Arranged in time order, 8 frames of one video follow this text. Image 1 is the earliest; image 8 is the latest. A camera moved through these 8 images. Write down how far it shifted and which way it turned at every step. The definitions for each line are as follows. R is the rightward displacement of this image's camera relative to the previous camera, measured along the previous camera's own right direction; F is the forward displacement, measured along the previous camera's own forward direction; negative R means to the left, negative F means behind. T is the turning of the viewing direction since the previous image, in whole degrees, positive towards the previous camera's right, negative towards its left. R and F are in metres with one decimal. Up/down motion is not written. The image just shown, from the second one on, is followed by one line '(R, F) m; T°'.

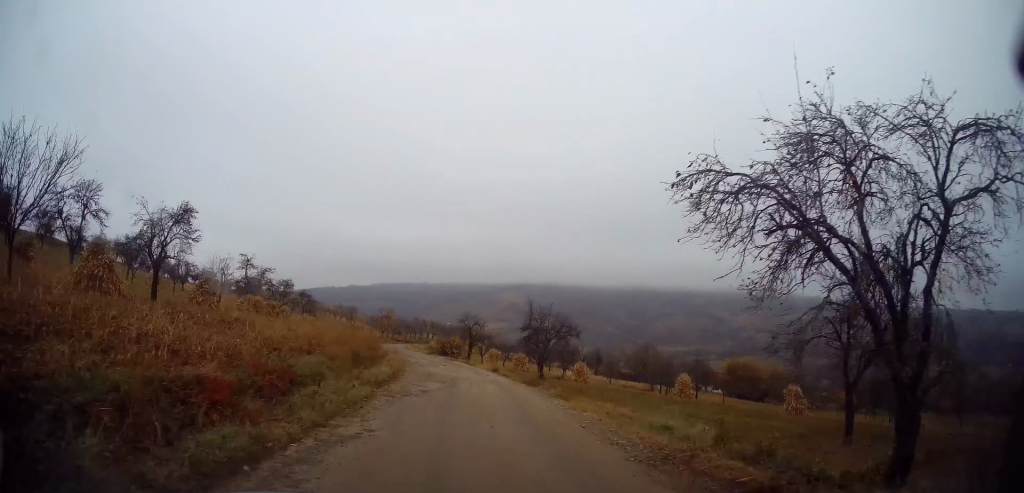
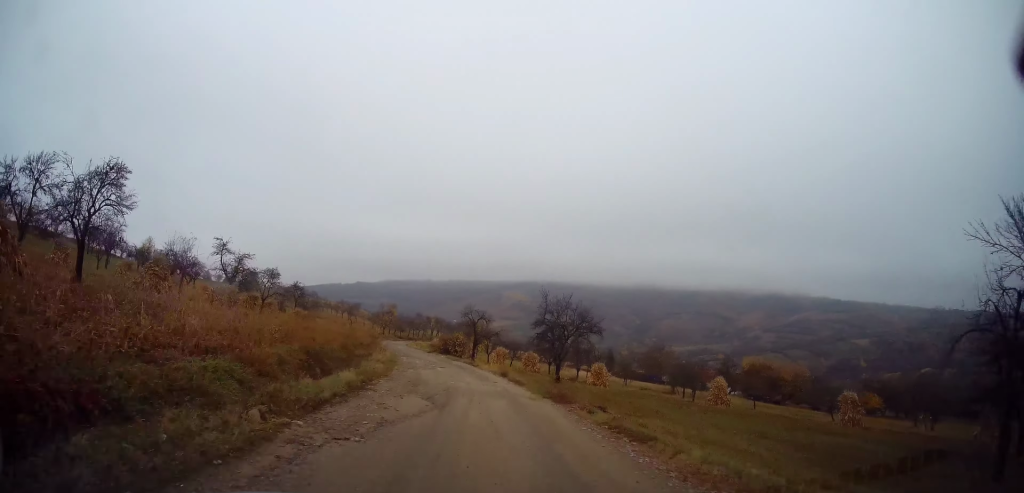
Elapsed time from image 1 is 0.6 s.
(+0.1, +6.0) m; -1°
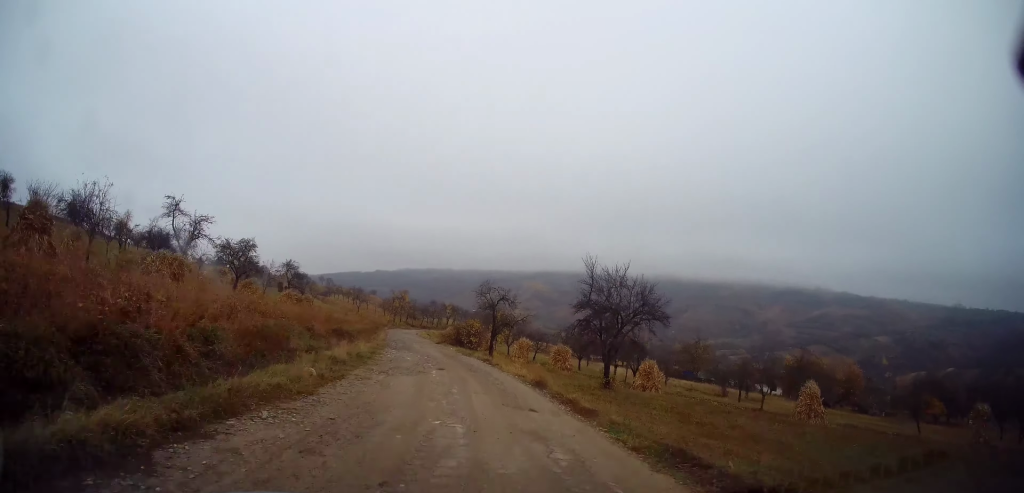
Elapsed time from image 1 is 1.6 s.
(-0.2, +10.7) m; -3°
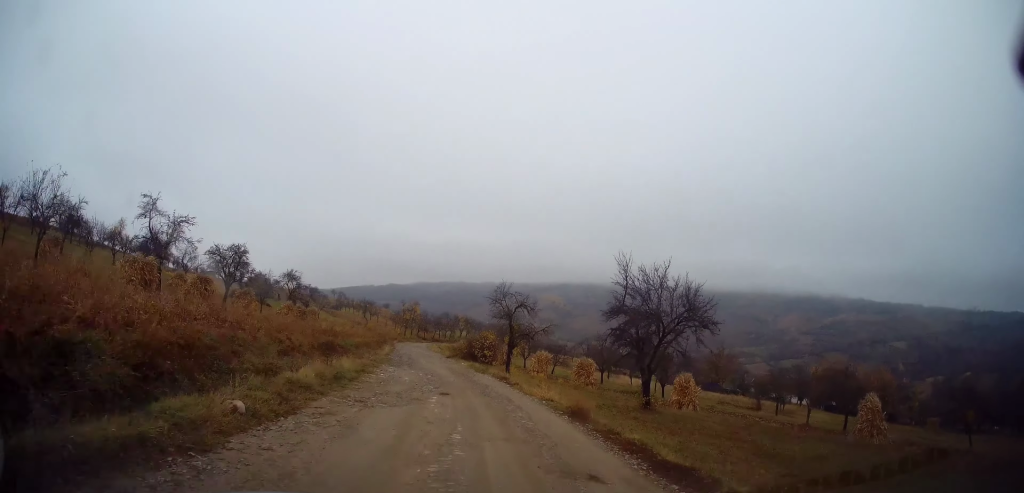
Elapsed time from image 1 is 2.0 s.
(-0.1, +4.4) m; -2°
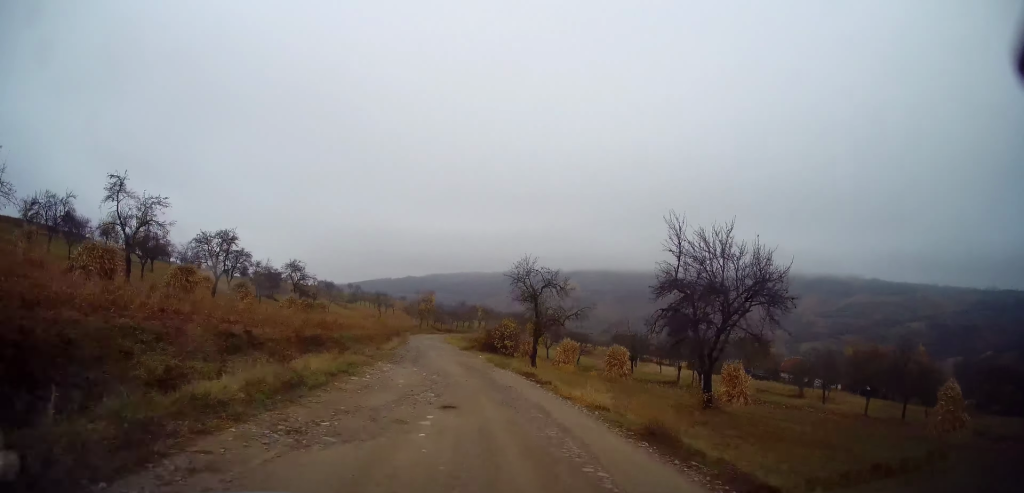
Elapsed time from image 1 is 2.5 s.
(0.0, +4.6) m; -1°
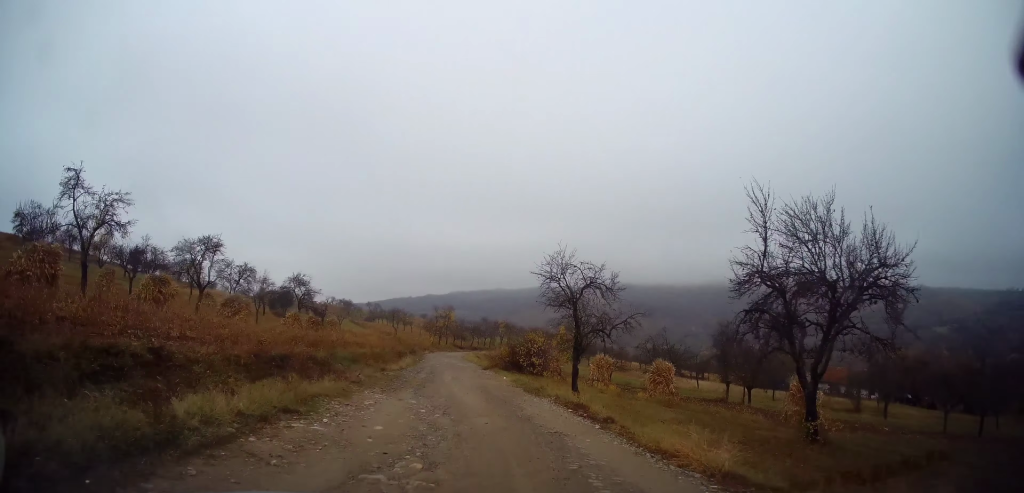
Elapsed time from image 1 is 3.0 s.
(+0.1, +5.0) m; -1°
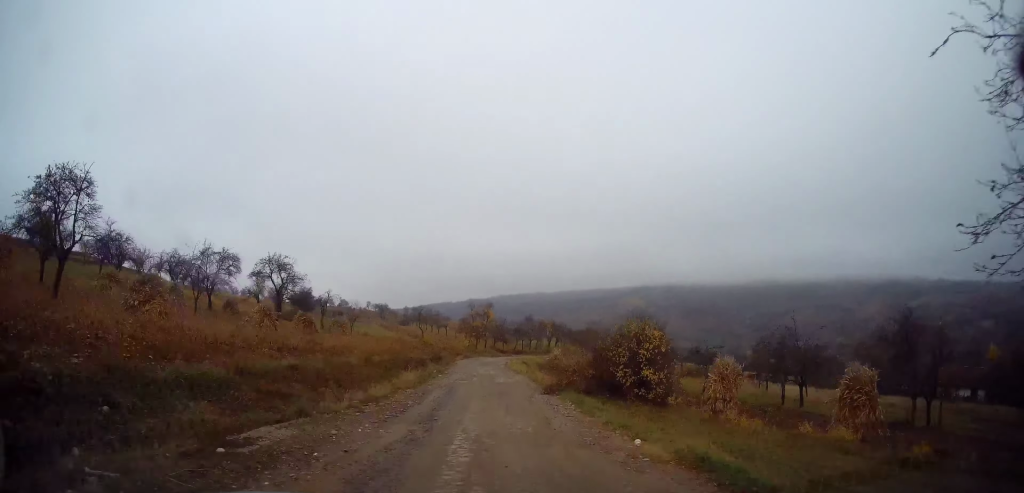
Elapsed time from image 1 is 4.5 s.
(-1.0, +15.4) m; -5°
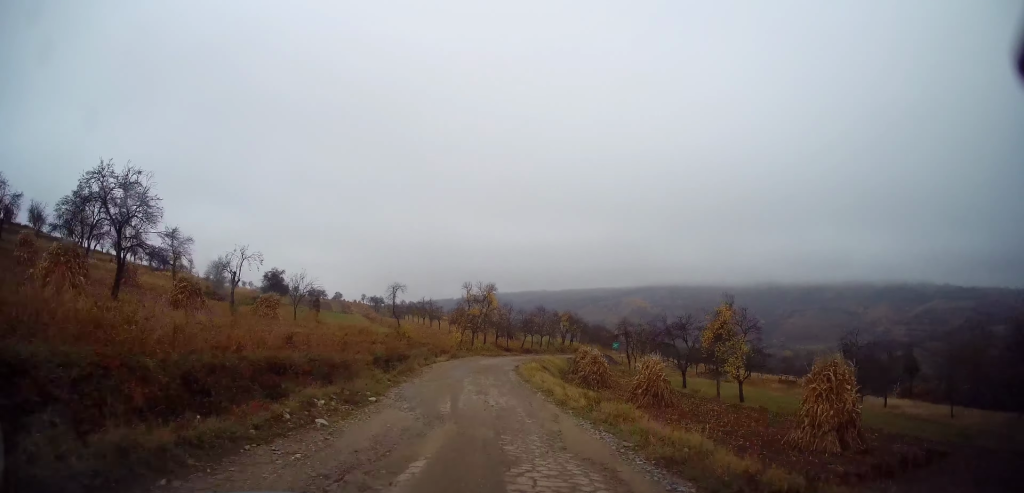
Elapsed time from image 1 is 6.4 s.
(+0.1, +19.1) m; -1°
